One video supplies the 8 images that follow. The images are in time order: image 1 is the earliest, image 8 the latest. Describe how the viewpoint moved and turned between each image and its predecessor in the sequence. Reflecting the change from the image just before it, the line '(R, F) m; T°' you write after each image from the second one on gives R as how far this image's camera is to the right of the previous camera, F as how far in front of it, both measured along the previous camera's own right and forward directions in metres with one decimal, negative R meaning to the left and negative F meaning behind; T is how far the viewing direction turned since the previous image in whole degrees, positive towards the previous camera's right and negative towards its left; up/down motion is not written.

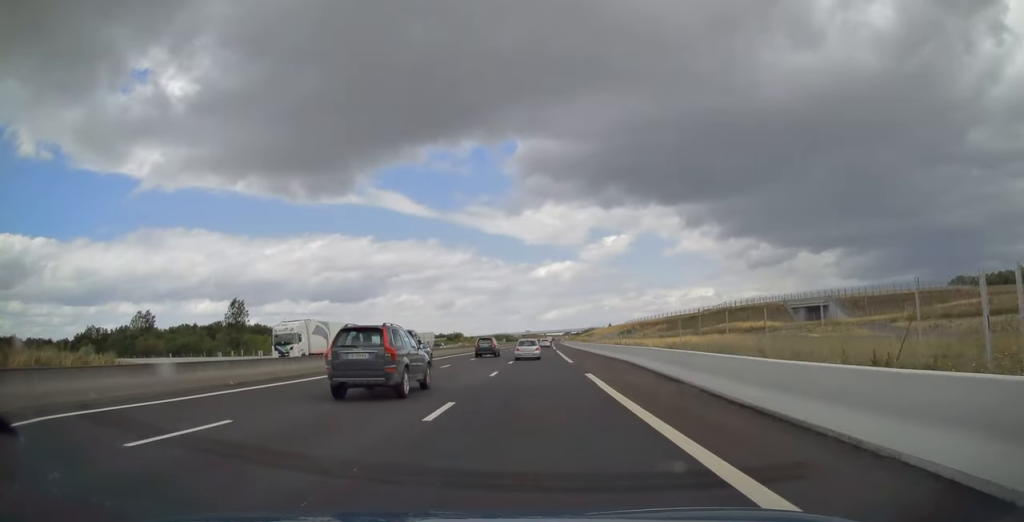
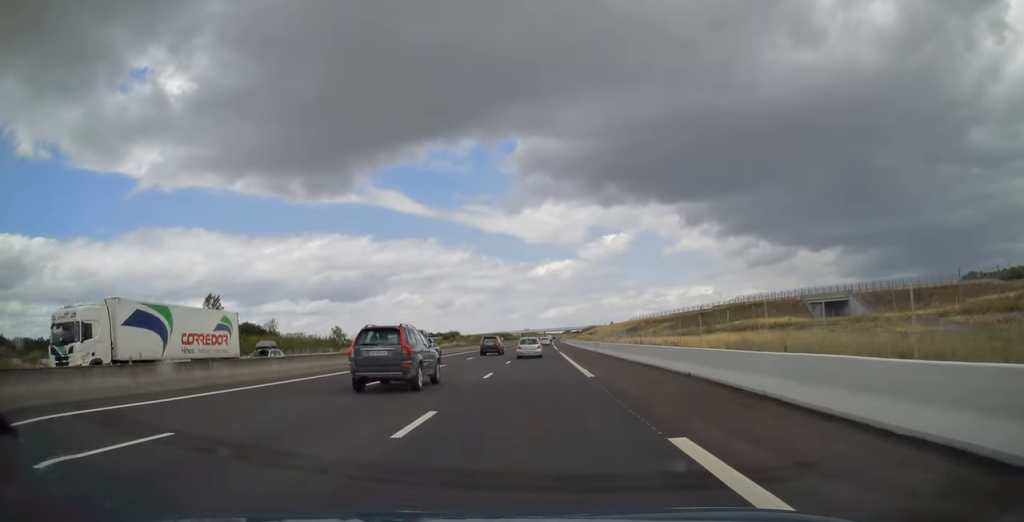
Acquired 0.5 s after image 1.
(0.0, +14.8) m; 0°
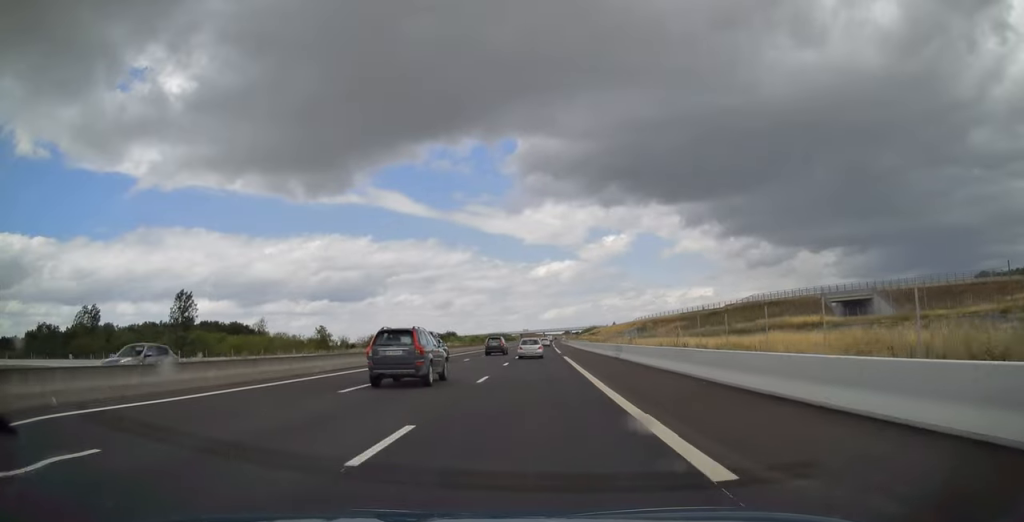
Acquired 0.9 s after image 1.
(0.0, +14.8) m; 0°
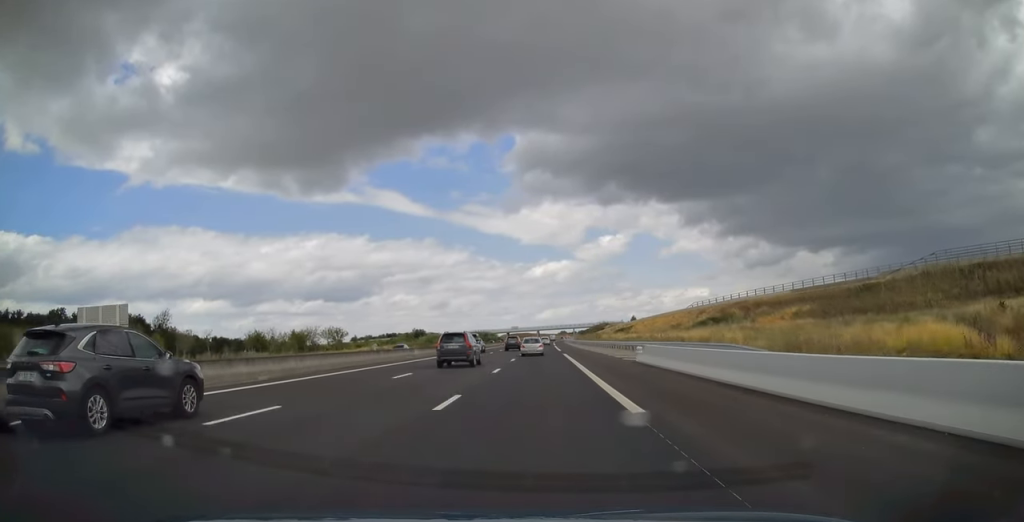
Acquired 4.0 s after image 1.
(+0.2, +90.1) m; 0°
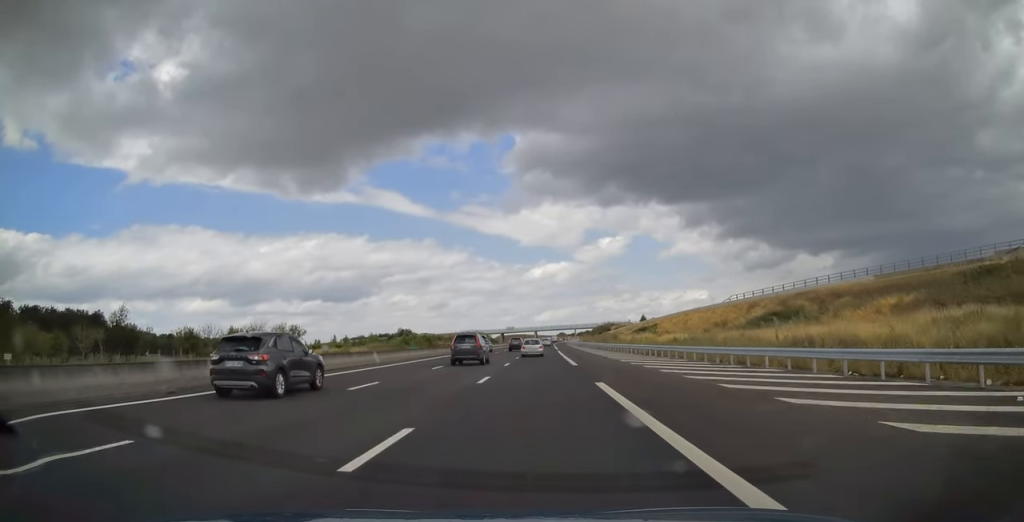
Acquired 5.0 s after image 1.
(+0.1, +30.1) m; 0°
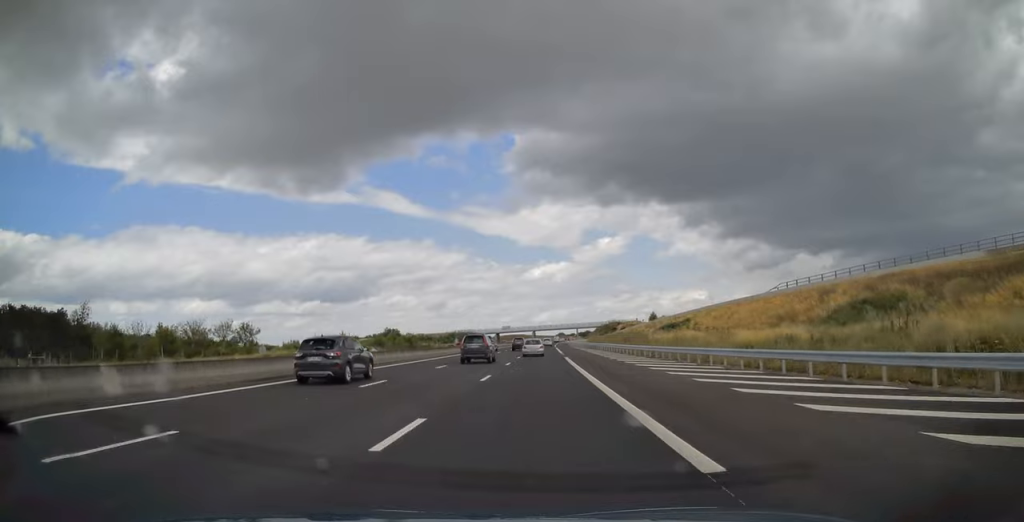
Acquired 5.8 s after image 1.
(0.0, +25.1) m; 0°
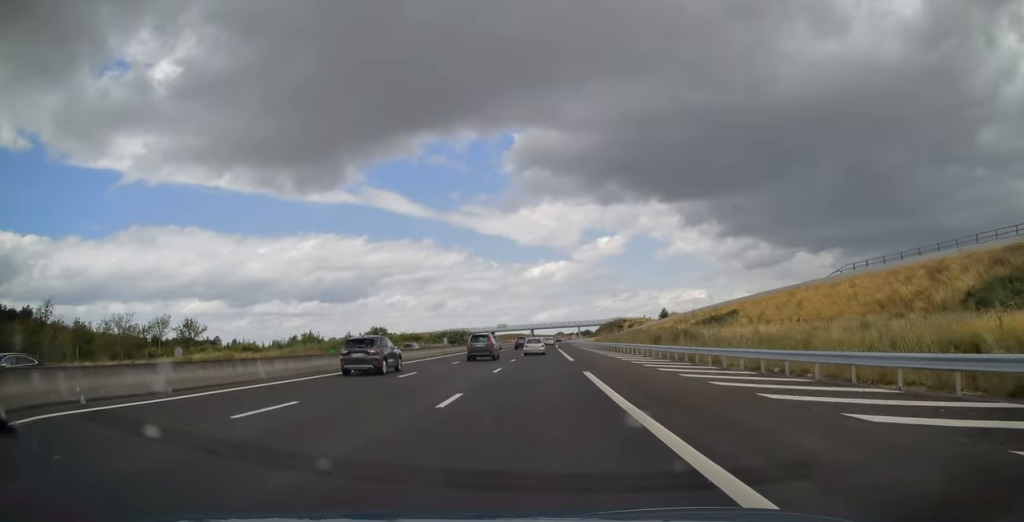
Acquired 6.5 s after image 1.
(0.0, +22.5) m; 0°
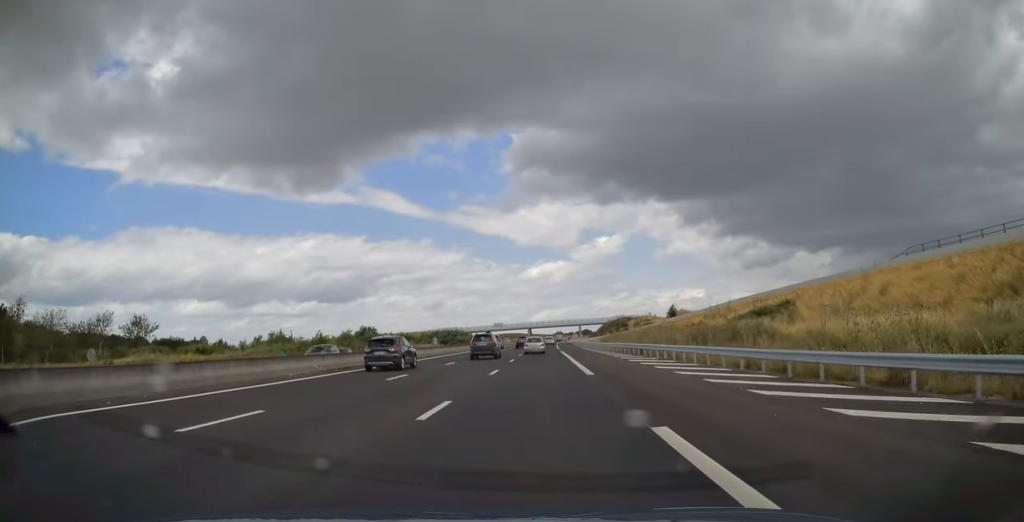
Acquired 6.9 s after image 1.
(0.0, +16.1) m; 0°
